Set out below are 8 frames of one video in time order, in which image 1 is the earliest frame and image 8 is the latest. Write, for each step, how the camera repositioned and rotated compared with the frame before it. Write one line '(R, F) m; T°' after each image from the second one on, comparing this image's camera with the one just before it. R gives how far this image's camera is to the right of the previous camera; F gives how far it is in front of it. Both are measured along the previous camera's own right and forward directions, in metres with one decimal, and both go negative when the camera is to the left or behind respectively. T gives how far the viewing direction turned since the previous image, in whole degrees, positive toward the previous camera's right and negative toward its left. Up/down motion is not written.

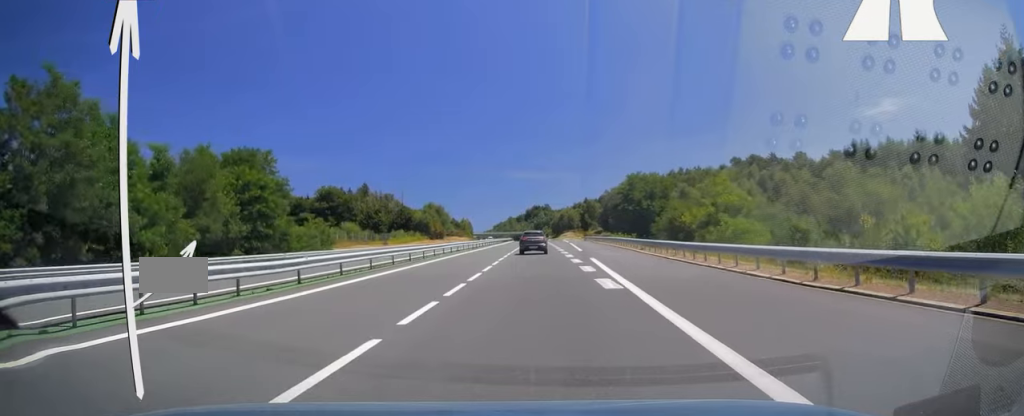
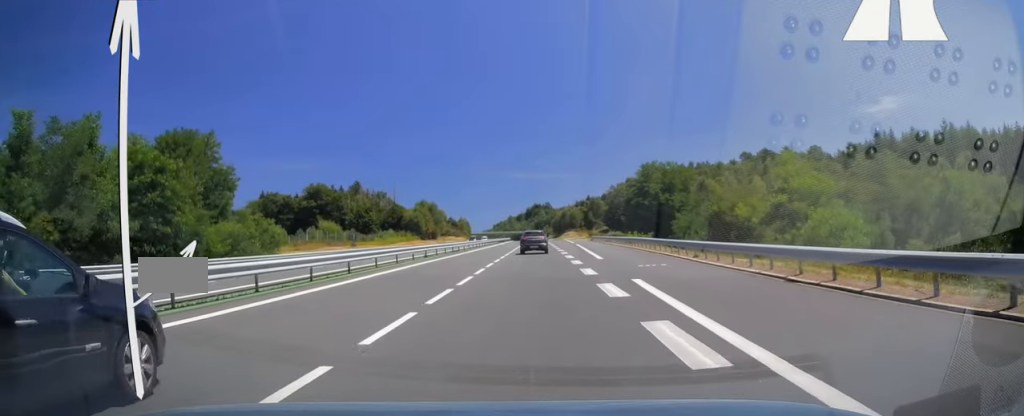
(+0.1, +14.7) m; 0°
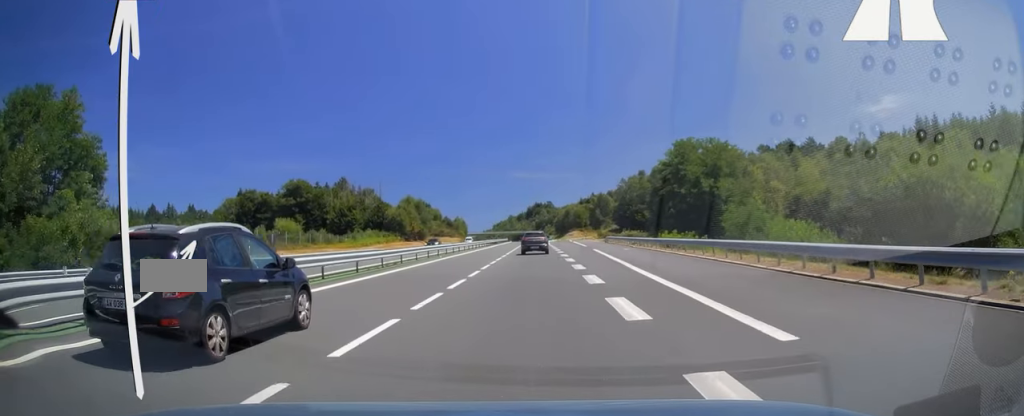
(+0.1, +22.6) m; 0°
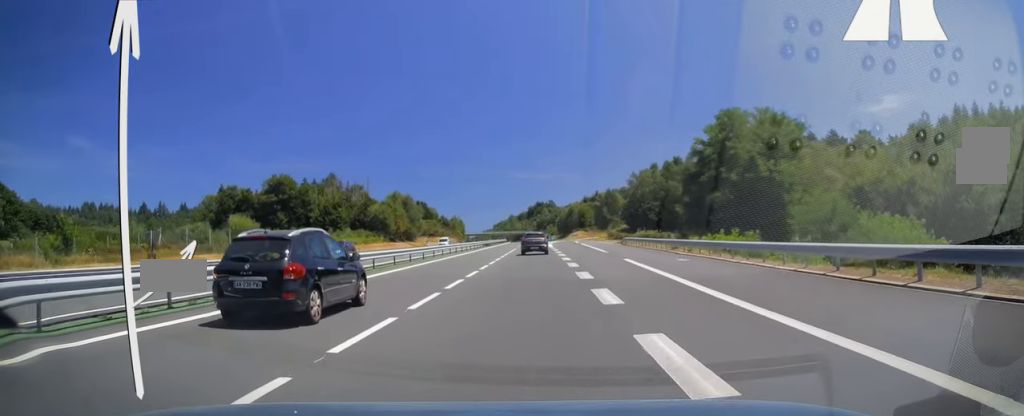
(0.0, +17.2) m; 0°
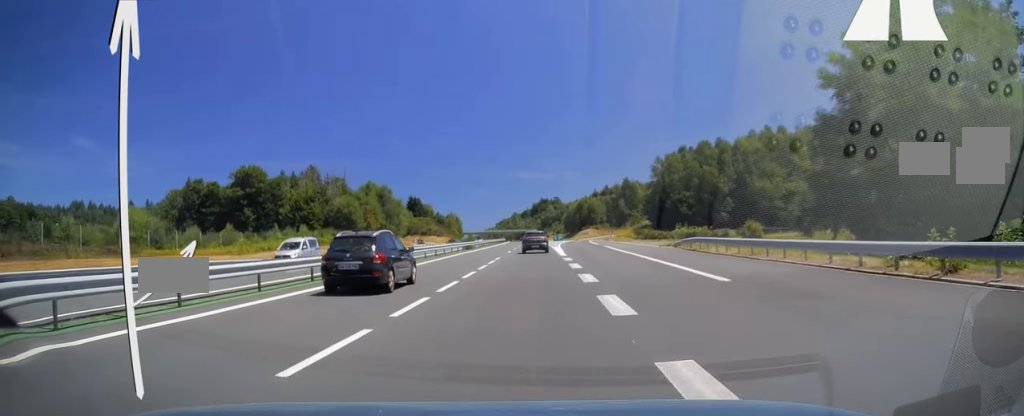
(0.0, +27.6) m; 0°
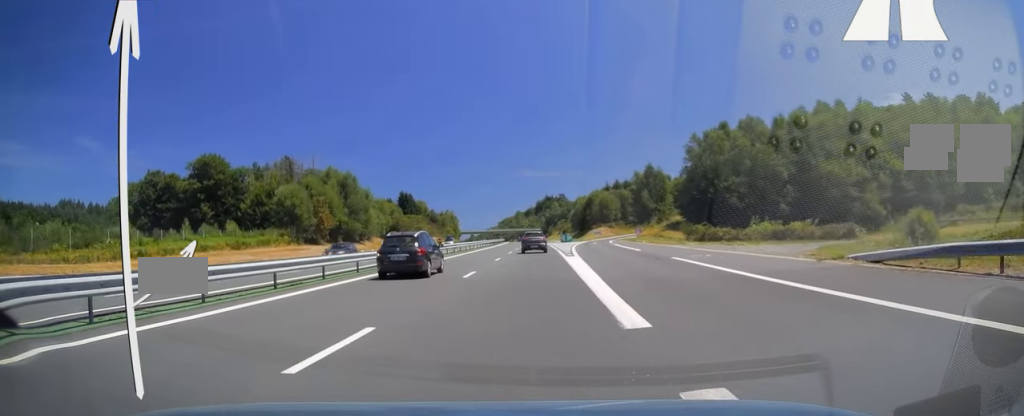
(0.0, +27.1) m; -1°
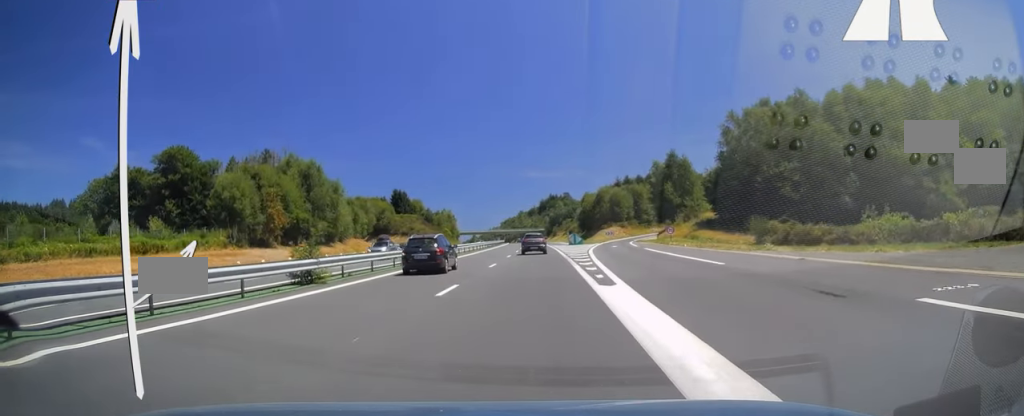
(-0.3, +18.2) m; 0°
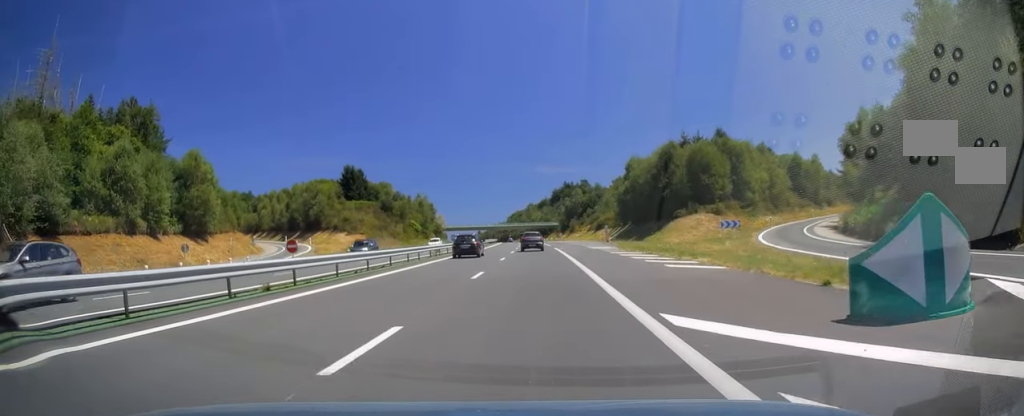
(-1.0, +73.5) m; -2°
